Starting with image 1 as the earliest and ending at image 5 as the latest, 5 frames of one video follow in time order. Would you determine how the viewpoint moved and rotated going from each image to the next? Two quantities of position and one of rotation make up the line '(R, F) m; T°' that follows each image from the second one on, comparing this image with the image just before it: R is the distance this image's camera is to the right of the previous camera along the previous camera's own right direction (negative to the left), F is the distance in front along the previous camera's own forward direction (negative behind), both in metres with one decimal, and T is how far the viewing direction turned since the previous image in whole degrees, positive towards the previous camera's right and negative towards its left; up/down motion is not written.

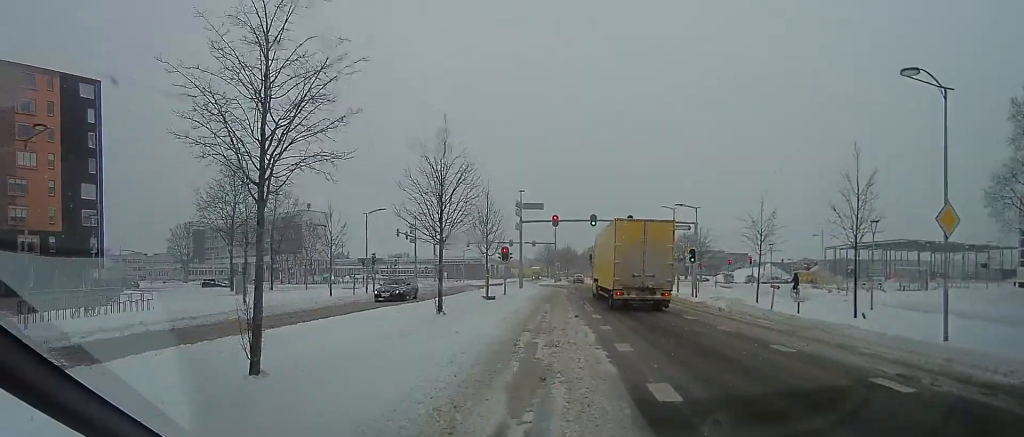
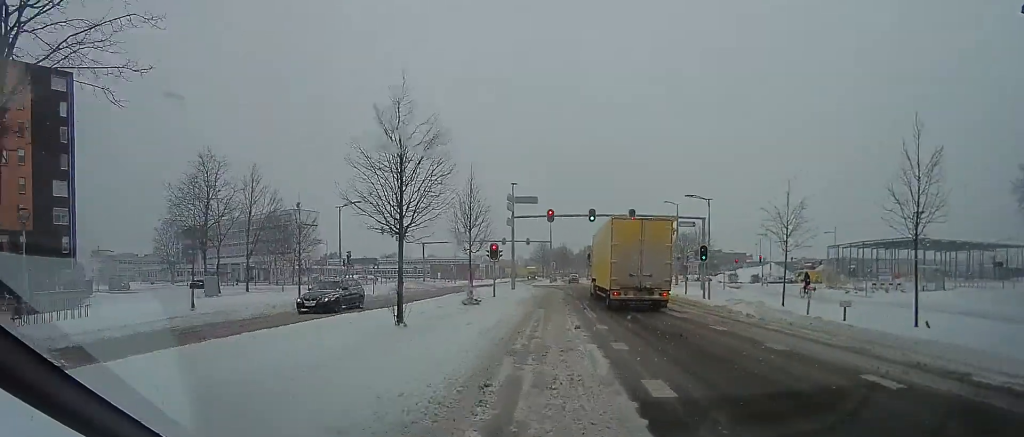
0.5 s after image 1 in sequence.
(+0.1, +3.9) m; +1°
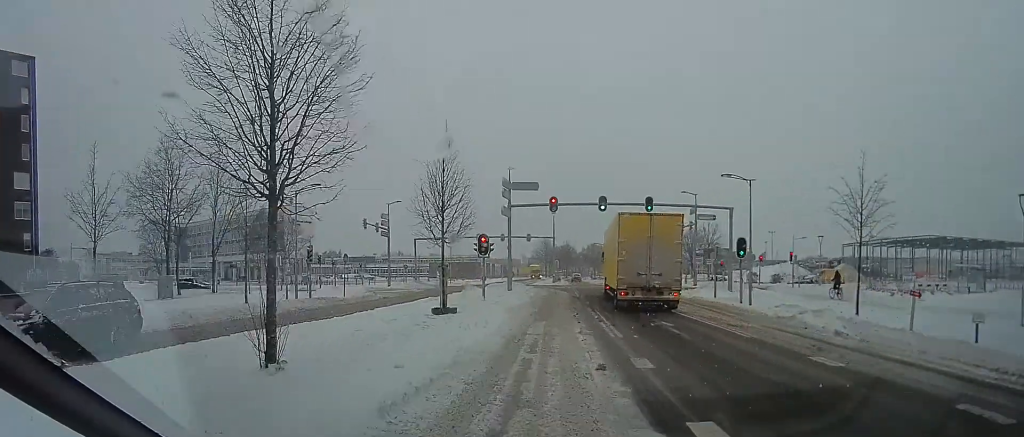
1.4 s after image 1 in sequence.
(+0.1, +6.3) m; +1°
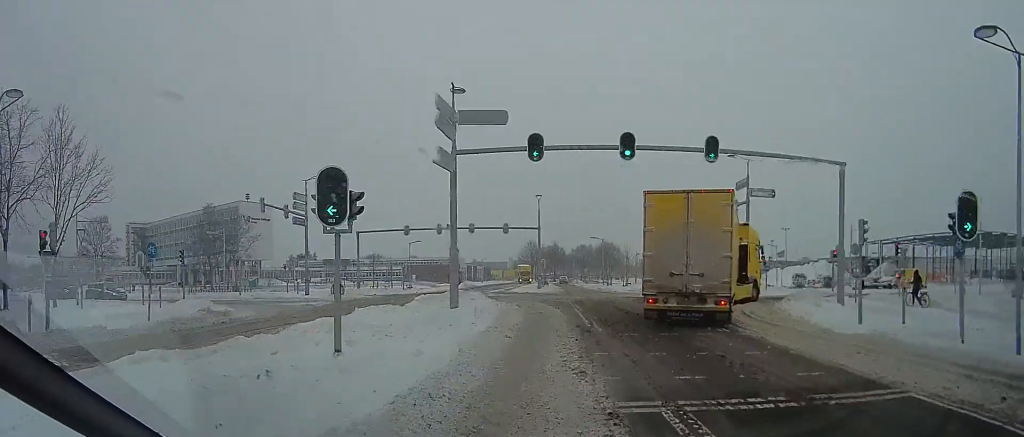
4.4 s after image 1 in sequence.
(+0.4, +17.7) m; +2°
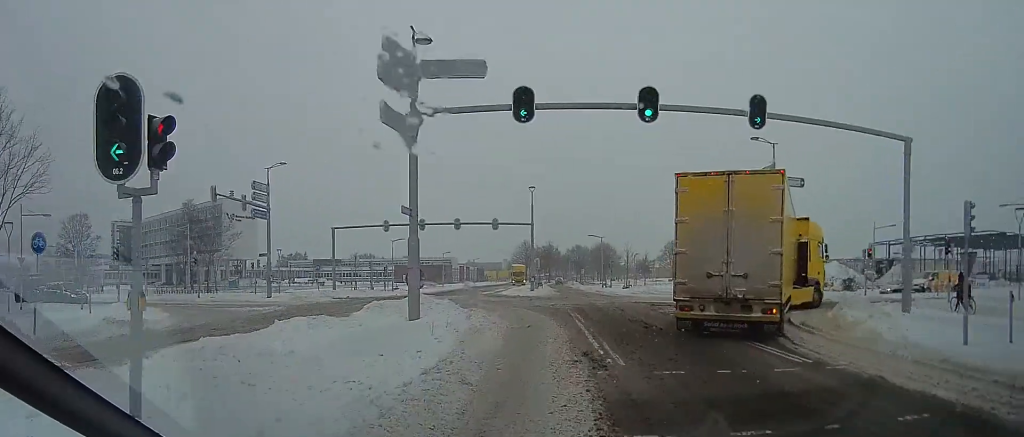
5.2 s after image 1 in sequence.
(0.0, +4.5) m; 0°
